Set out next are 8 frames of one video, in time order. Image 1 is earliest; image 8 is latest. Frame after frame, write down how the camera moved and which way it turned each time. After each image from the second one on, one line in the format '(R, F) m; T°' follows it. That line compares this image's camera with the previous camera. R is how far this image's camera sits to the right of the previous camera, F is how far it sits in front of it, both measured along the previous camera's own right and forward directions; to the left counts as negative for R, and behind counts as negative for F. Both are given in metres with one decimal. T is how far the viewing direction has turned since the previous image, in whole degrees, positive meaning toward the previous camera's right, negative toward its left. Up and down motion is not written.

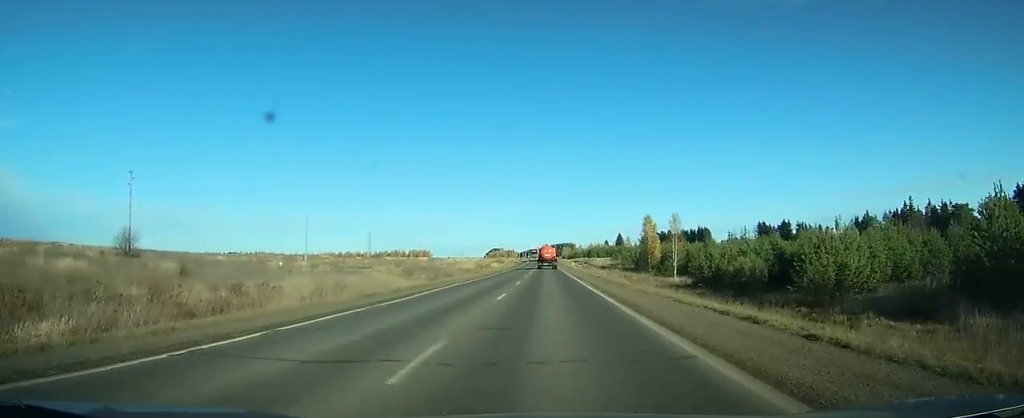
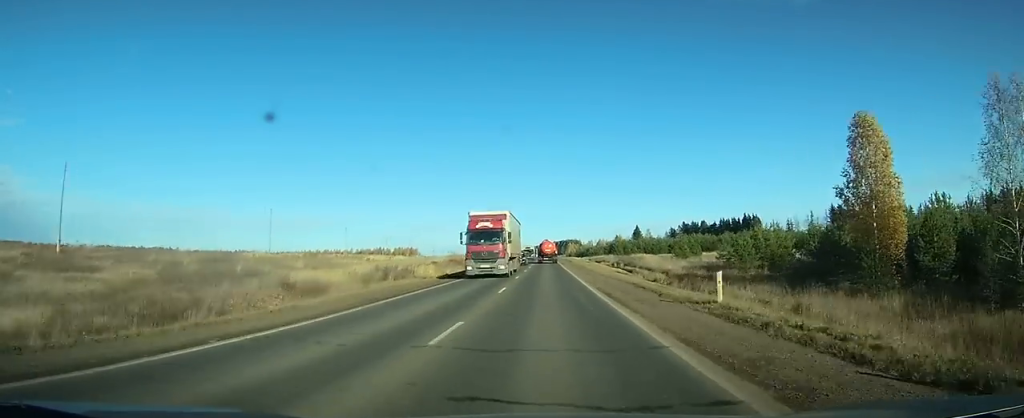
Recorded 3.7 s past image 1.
(-0.5, +81.3) m; -1°
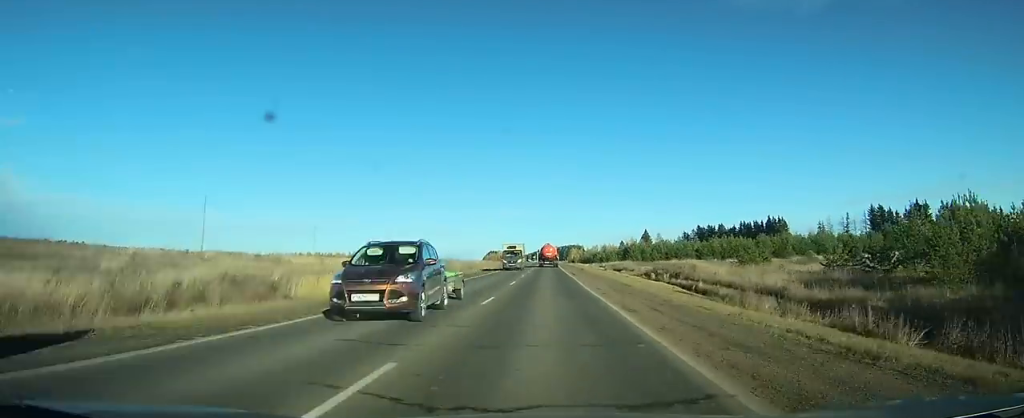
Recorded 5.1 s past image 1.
(0.0, +29.2) m; 0°
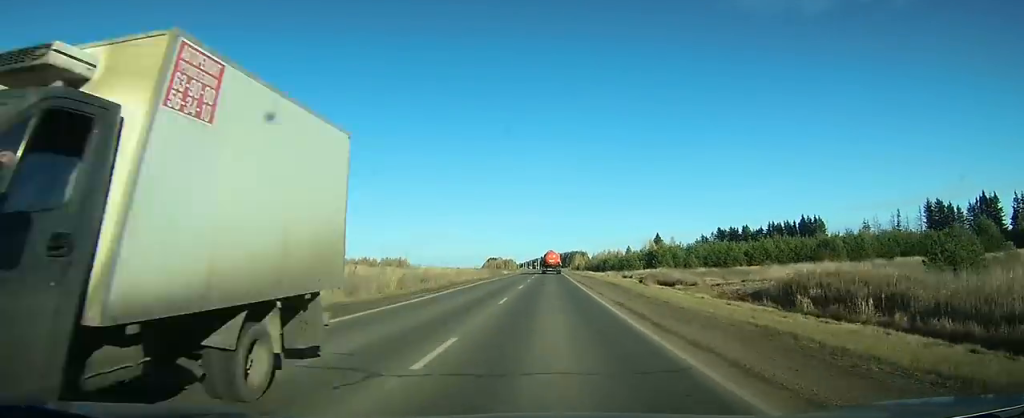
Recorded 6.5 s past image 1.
(+0.1, +32.2) m; 0°
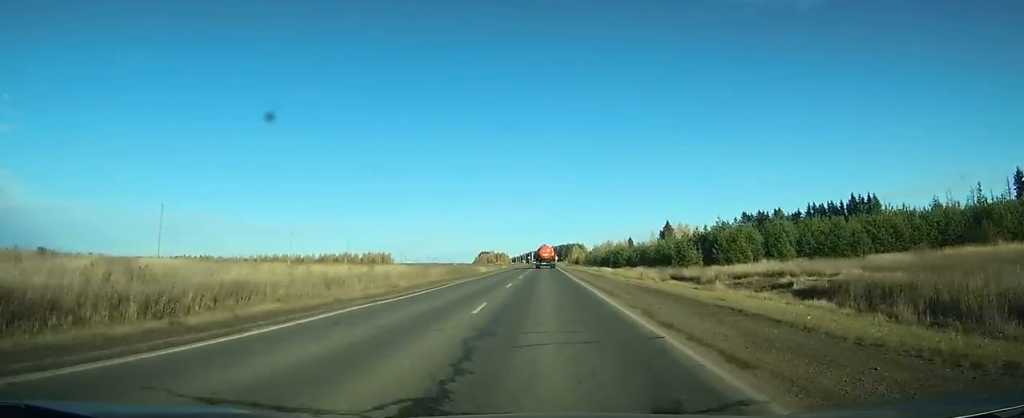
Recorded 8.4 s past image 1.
(0.0, +41.1) m; 0°
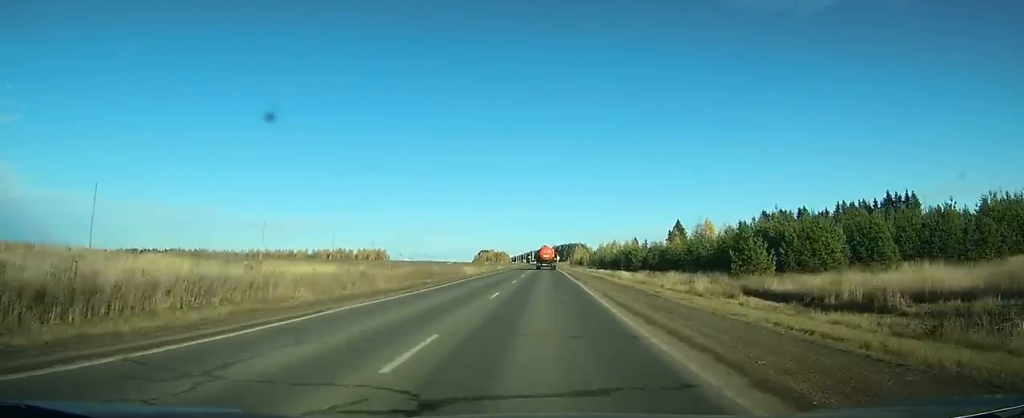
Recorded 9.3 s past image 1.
(+0.1, +19.0) m; 0°
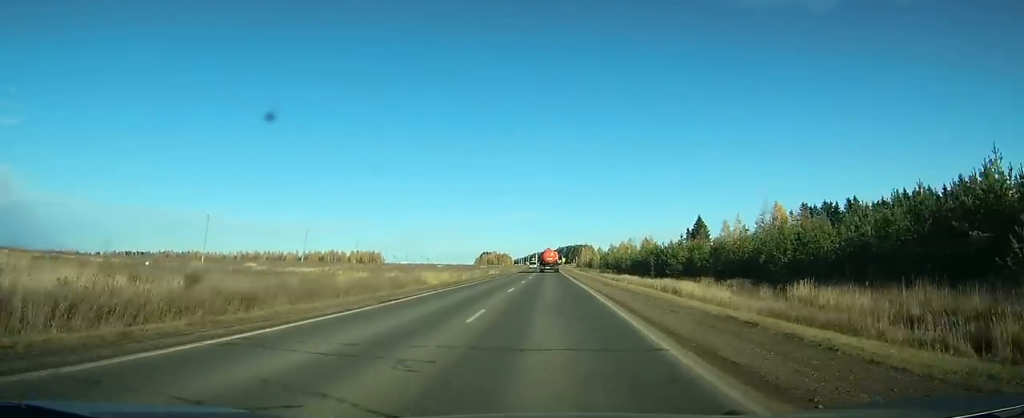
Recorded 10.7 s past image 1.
(+0.1, +30.7) m; 0°
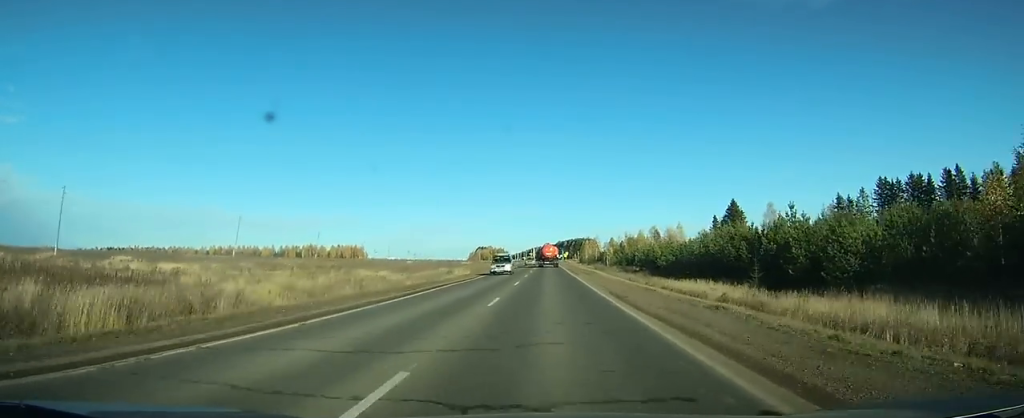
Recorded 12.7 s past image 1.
(-0.3, +45.0) m; 0°
